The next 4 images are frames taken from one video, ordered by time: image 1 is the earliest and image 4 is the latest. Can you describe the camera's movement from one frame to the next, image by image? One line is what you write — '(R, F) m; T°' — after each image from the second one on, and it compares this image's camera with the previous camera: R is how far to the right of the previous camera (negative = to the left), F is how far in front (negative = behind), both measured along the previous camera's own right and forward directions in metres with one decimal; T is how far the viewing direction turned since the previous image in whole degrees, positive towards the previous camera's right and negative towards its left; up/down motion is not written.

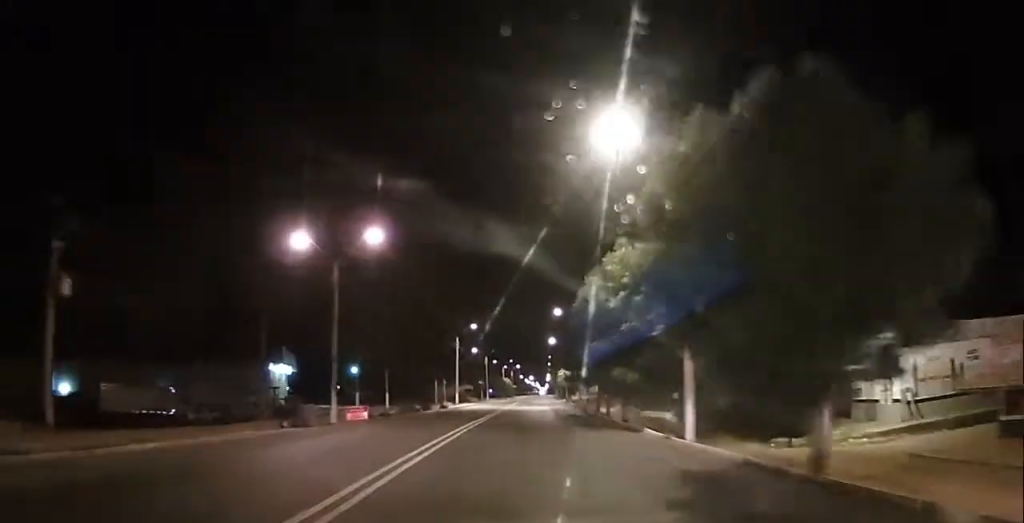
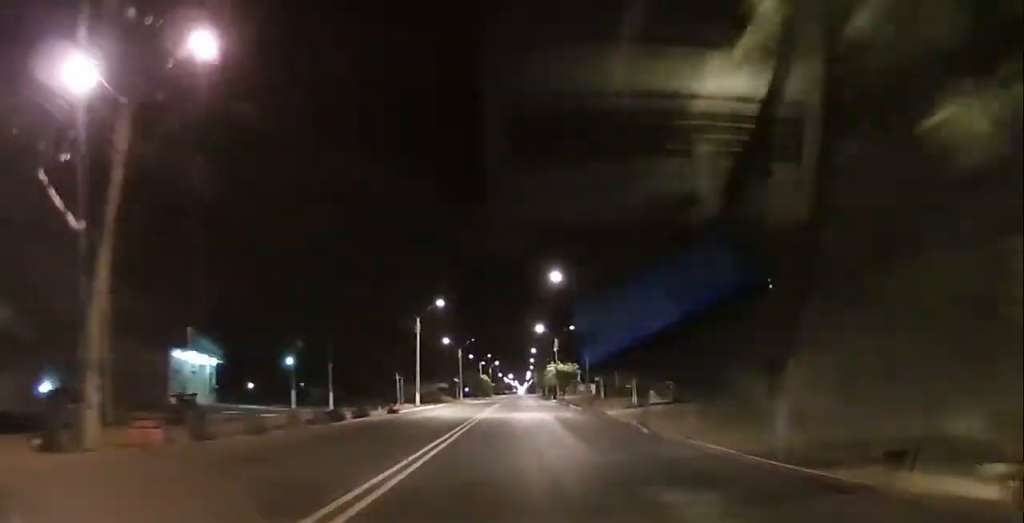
(+0.3, +18.4) m; +1°
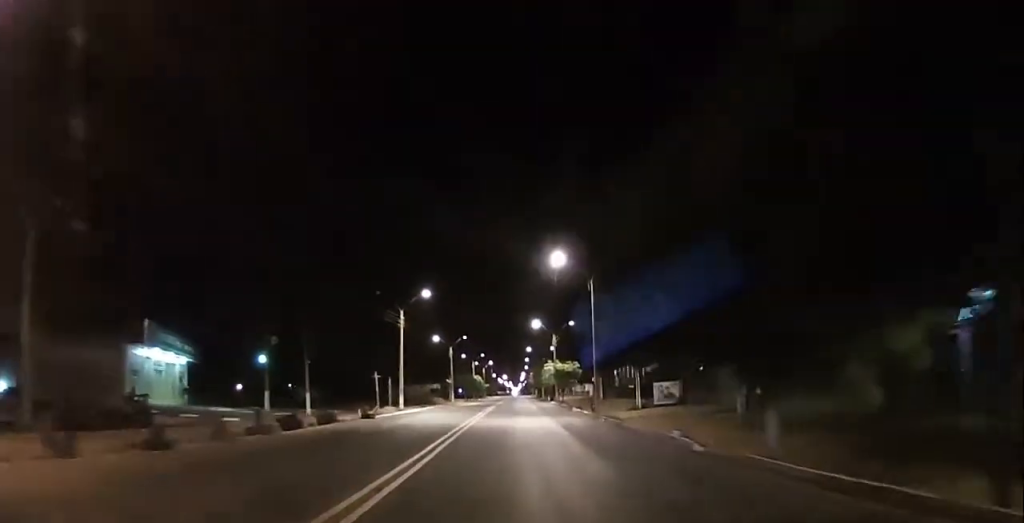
(0.0, +6.0) m; 0°
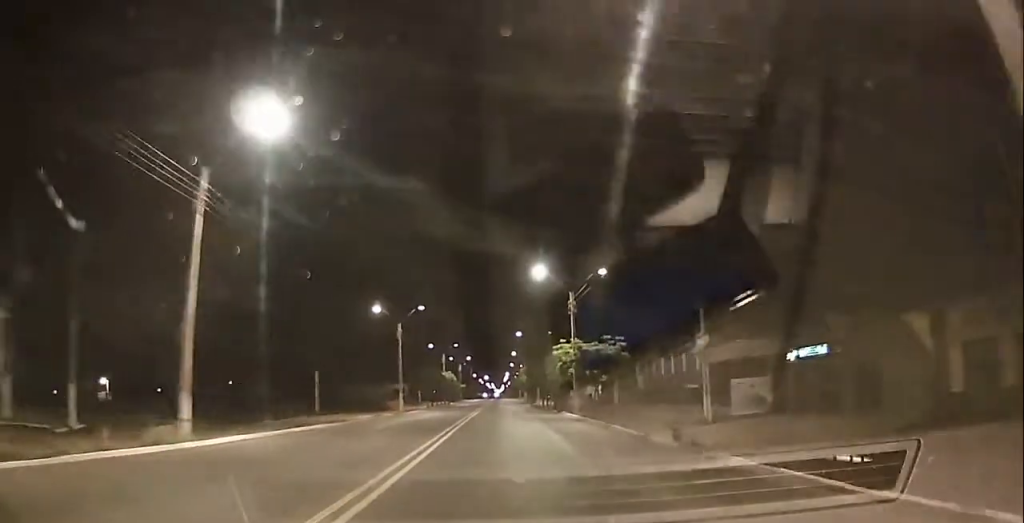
(+0.8, +32.2) m; +4°
